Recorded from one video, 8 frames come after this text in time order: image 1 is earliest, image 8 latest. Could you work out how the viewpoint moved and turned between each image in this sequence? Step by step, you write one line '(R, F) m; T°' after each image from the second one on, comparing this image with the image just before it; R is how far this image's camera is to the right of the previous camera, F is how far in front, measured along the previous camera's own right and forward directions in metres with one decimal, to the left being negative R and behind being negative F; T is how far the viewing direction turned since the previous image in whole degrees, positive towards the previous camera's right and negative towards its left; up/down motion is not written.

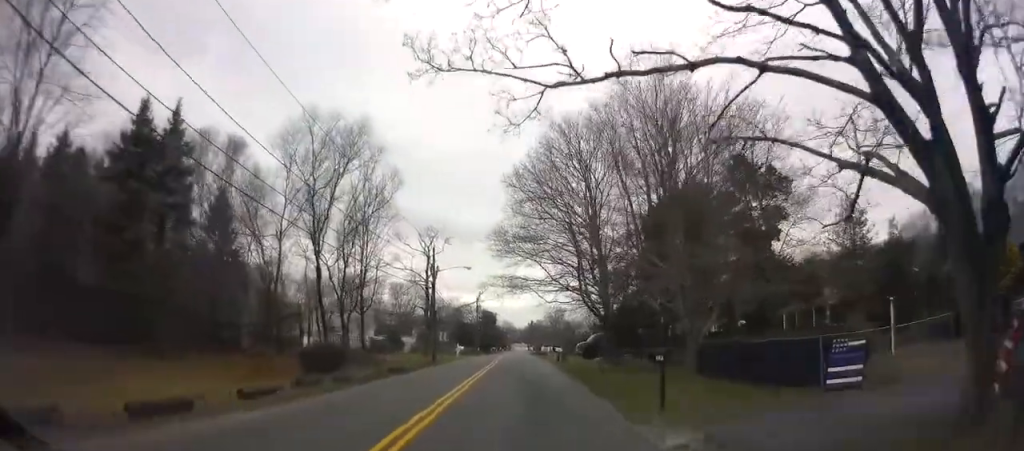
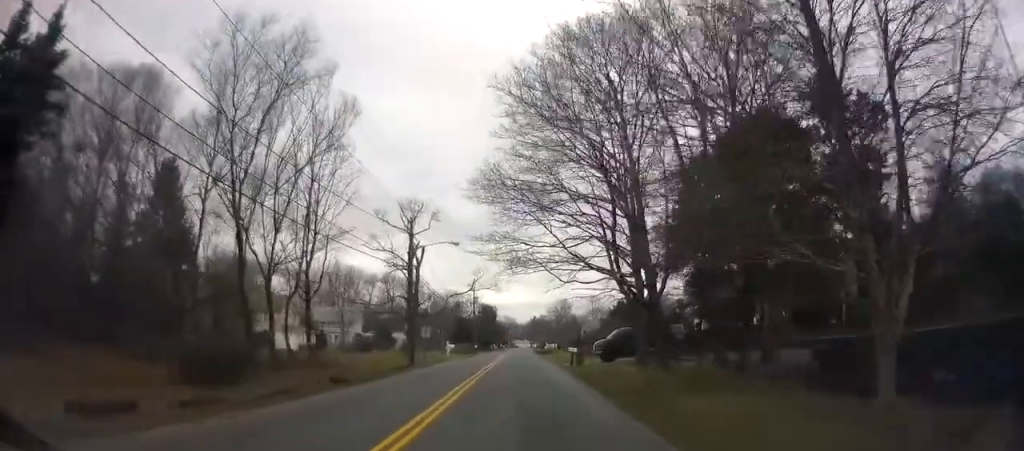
(-0.1, +10.4) m; 0°
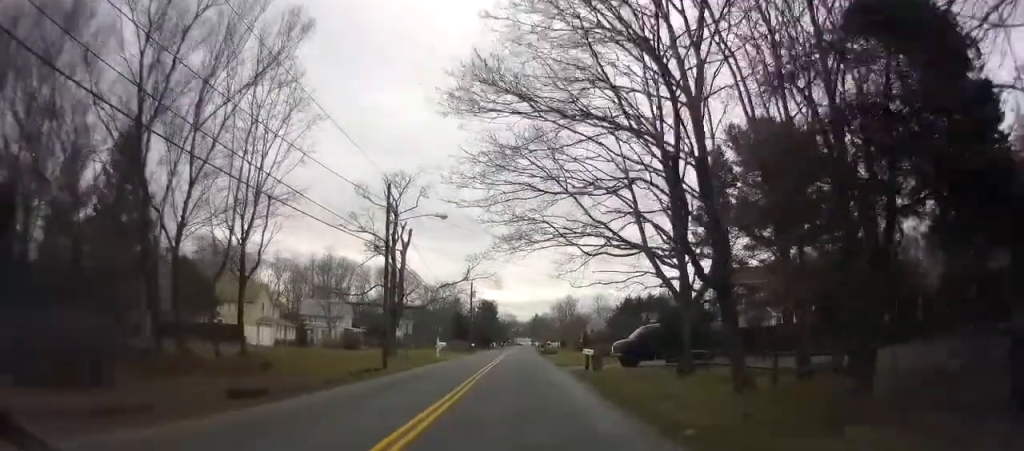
(0.0, +7.4) m; 0°
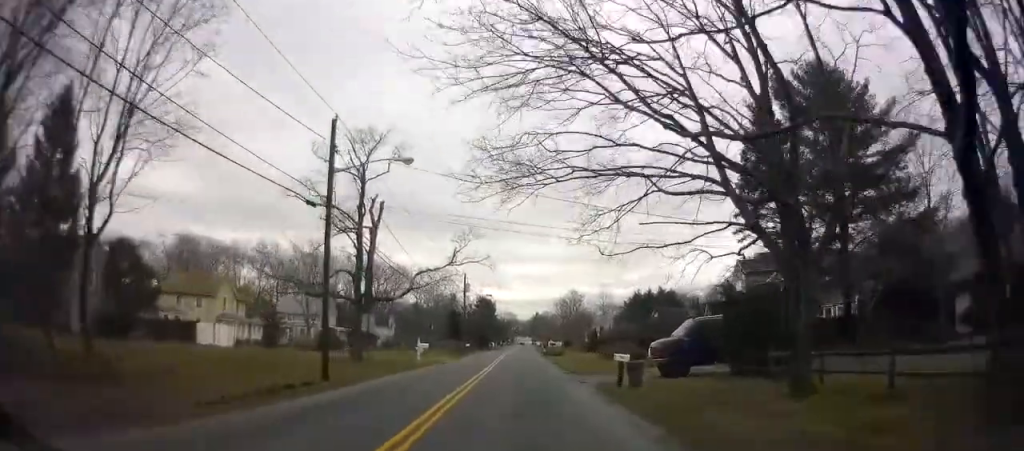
(0.0, +9.0) m; 0°
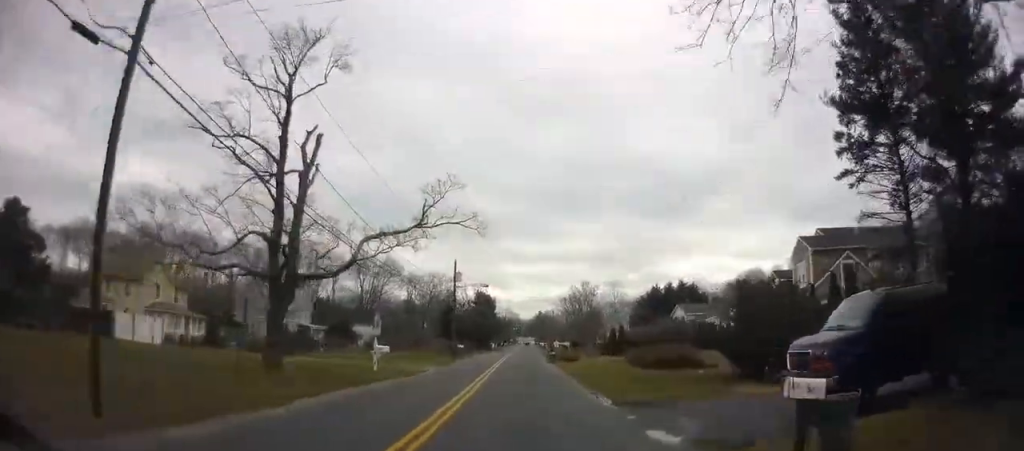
(-0.1, +12.0) m; -1°
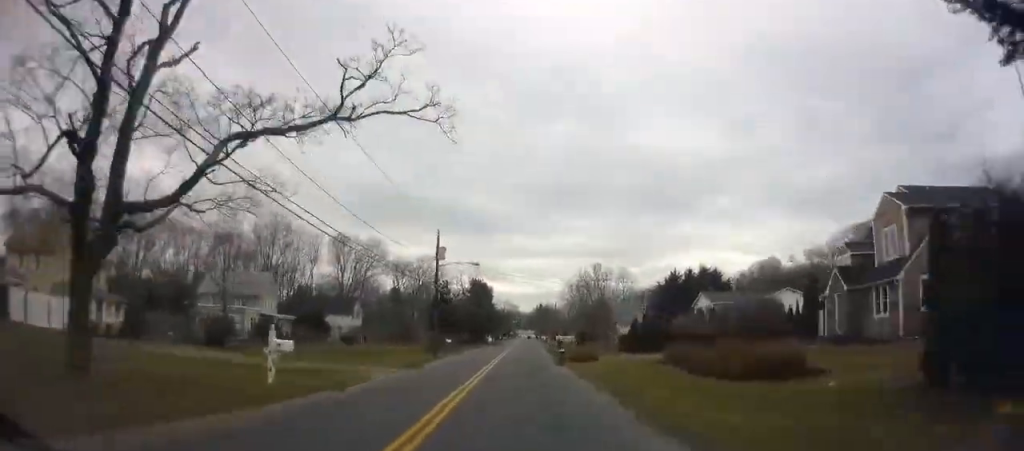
(-0.1, +11.2) m; 0°
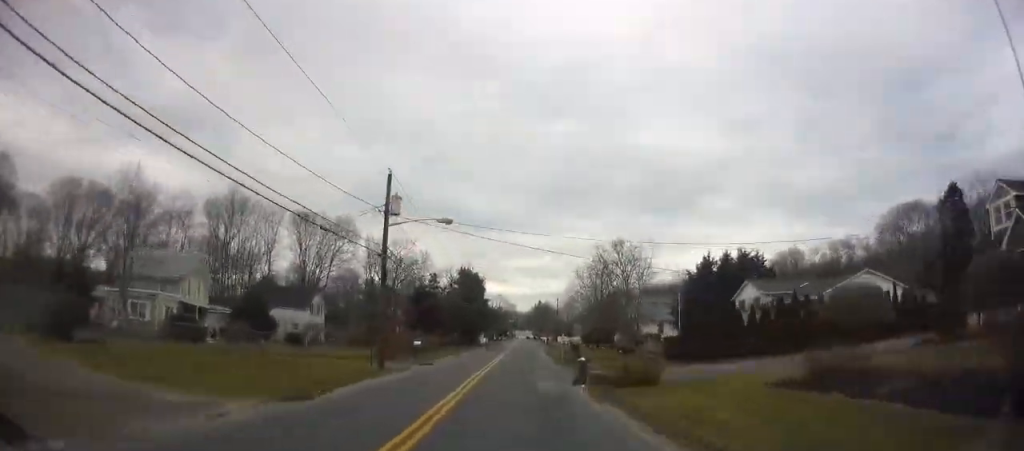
(+0.2, +15.8) m; +1°
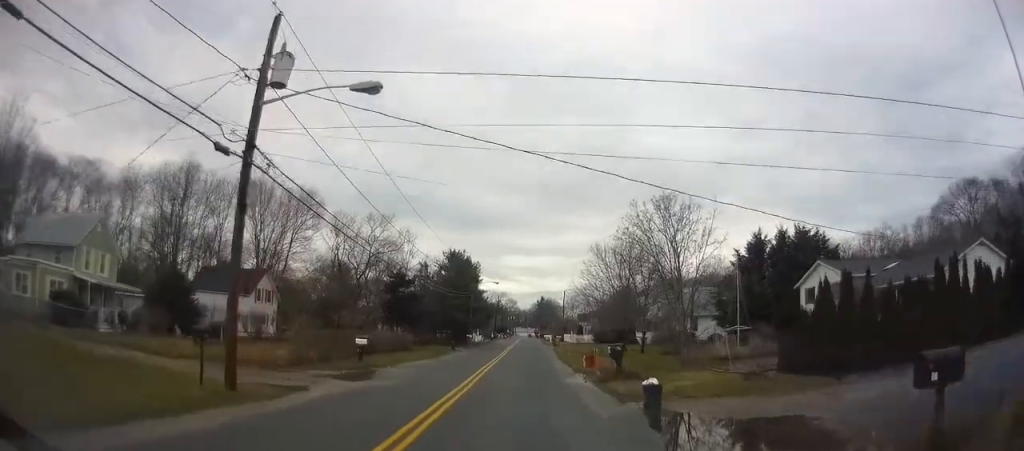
(+0.1, +14.5) m; 0°
